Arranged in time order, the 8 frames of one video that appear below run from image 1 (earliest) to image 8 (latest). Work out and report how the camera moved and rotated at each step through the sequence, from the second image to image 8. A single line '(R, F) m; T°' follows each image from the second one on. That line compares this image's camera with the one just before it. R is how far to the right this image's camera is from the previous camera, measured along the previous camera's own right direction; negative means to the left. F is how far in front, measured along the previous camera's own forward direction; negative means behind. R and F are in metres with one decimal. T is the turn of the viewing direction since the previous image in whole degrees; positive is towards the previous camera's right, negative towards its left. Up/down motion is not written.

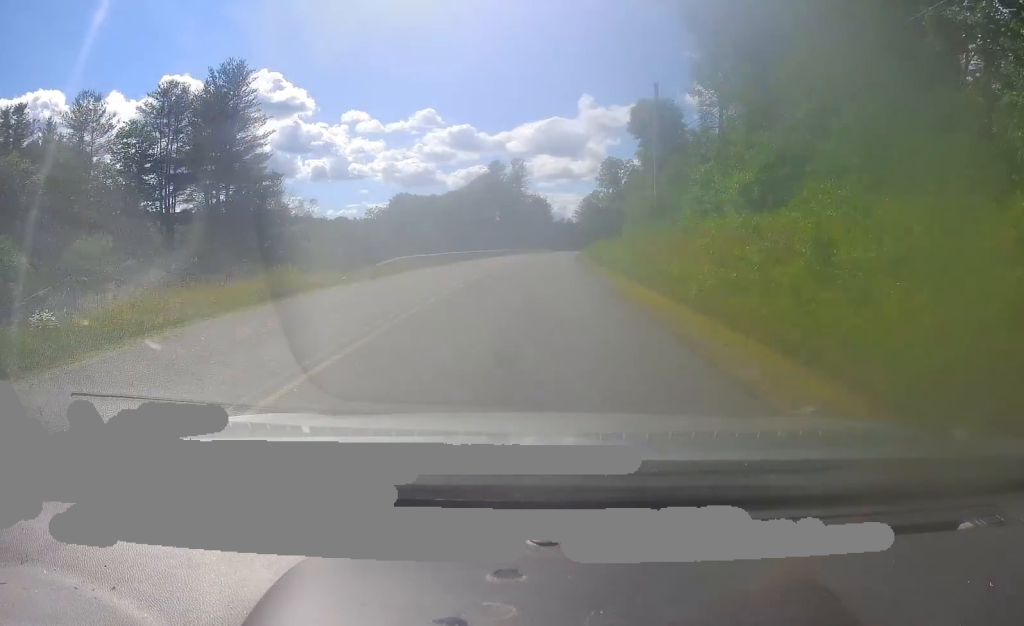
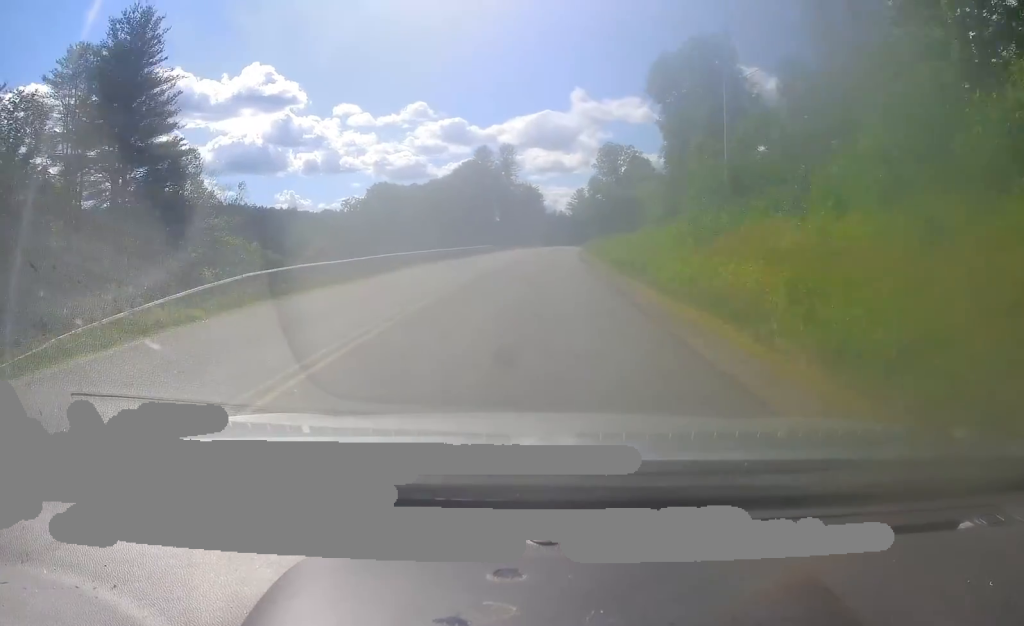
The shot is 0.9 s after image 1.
(+0.3, +17.7) m; 0°
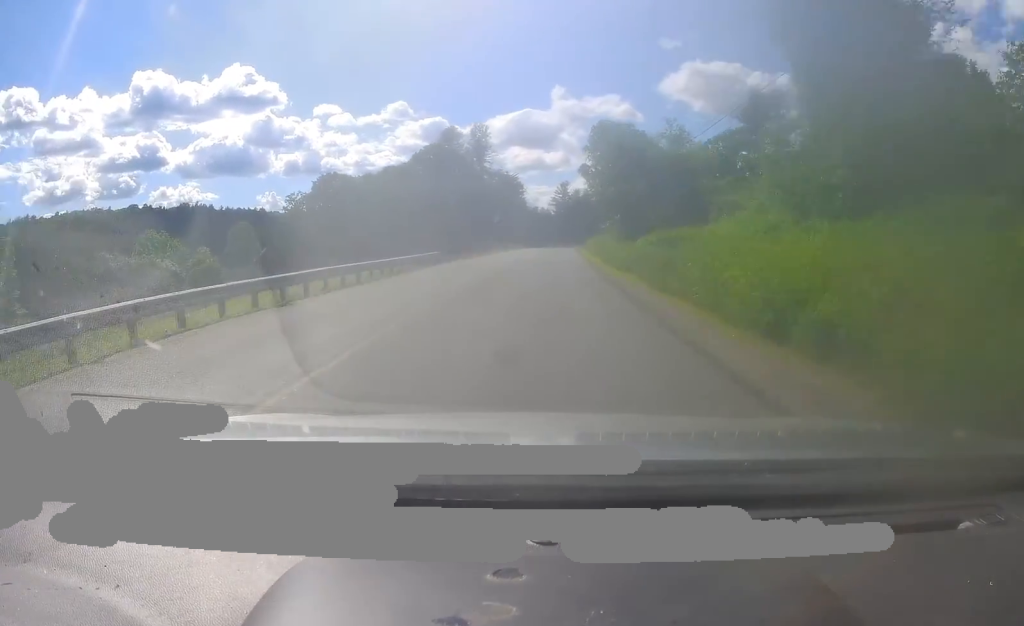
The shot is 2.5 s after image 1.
(-0.5, +31.8) m; 0°
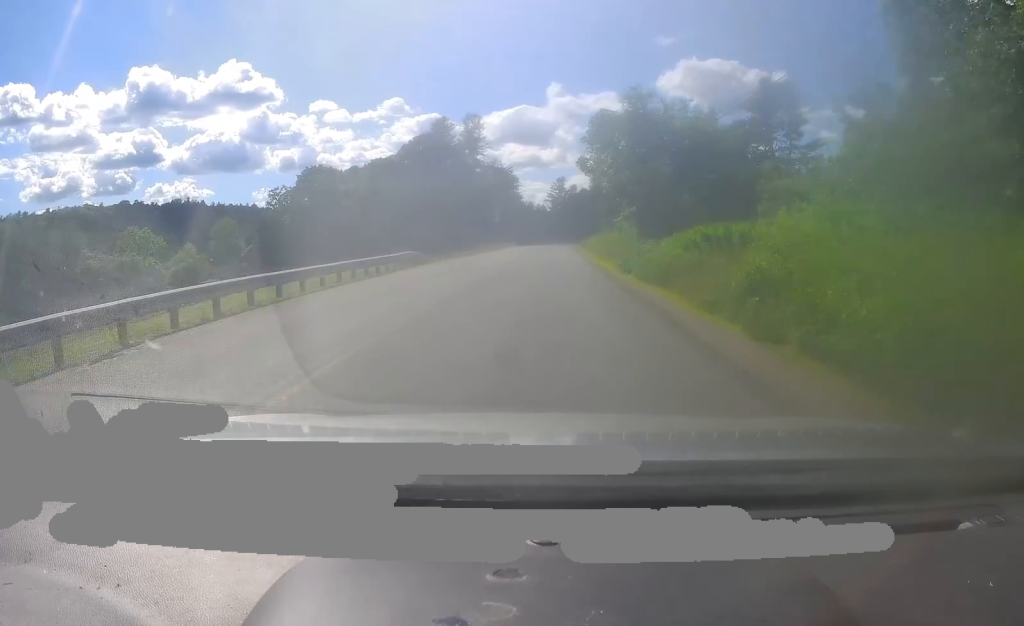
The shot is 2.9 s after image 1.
(+0.2, +7.8) m; +1°
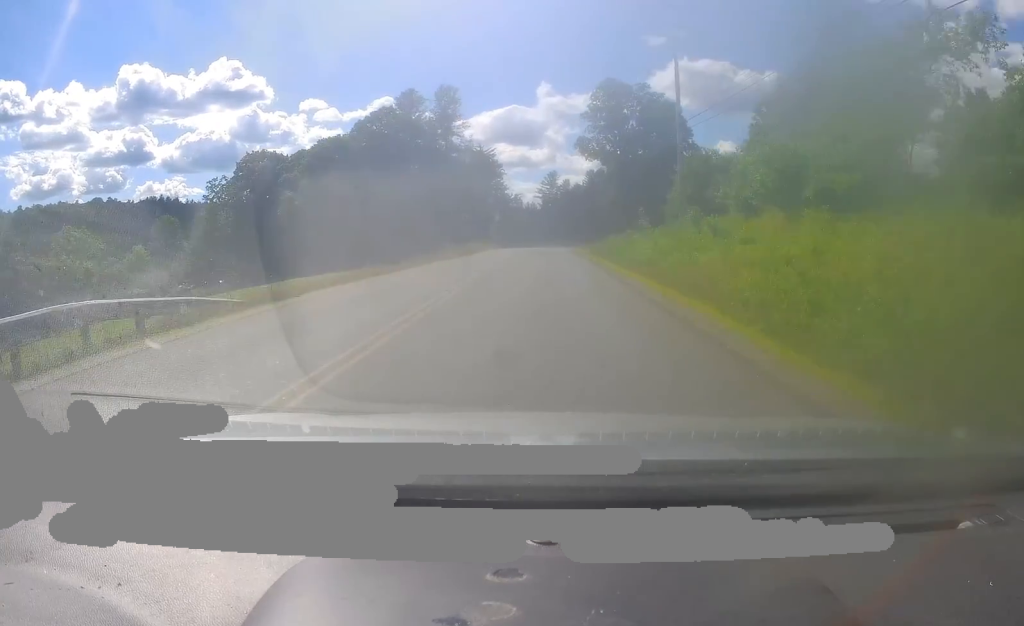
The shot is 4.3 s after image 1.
(+0.4, +27.2) m; +2°
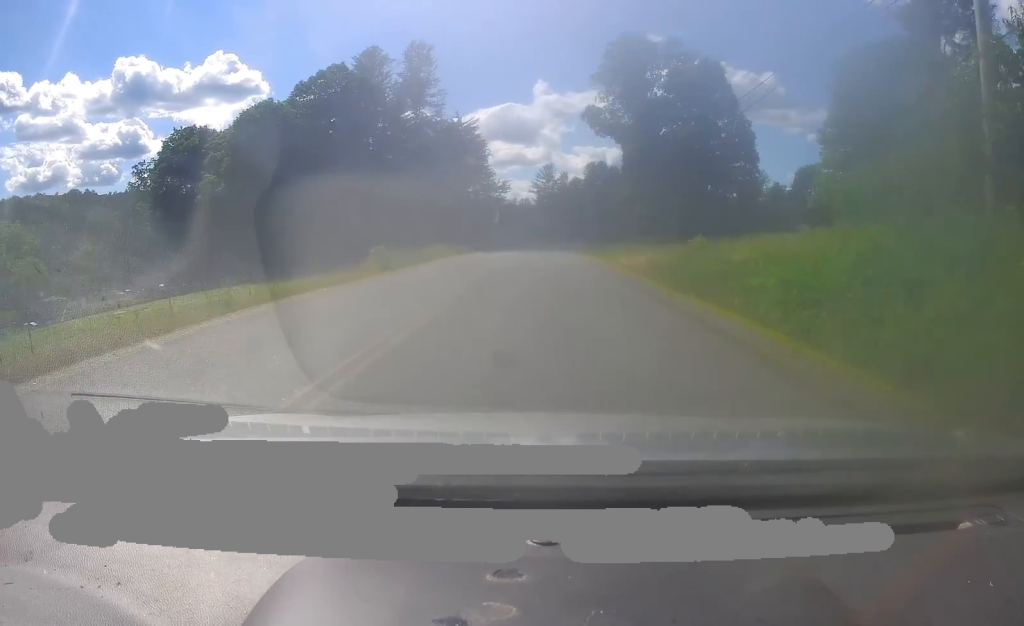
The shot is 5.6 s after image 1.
(+0.4, +25.9) m; 0°
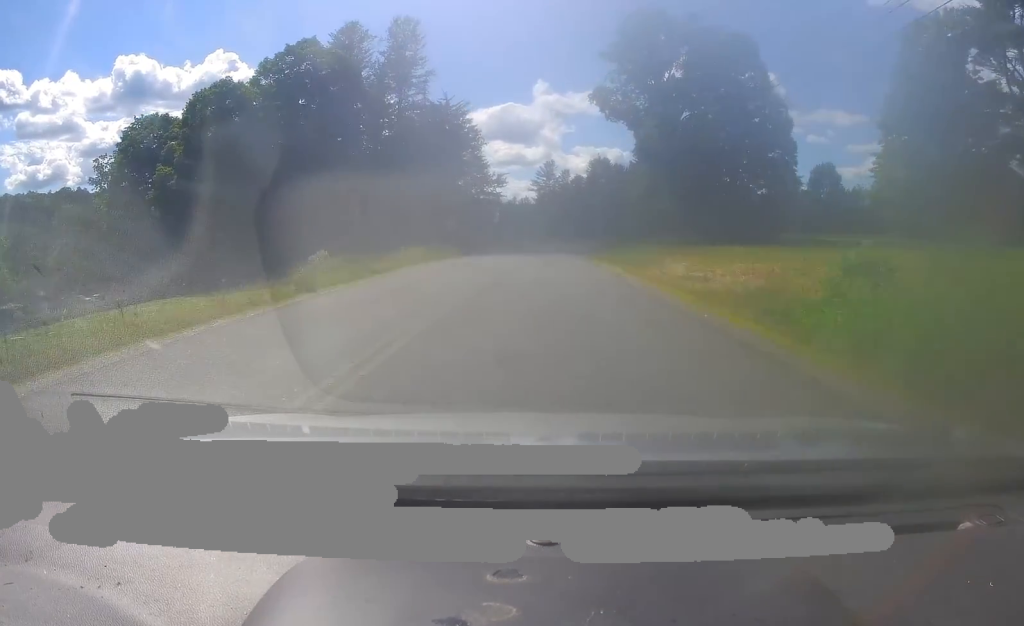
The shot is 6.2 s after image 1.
(-0.3, +12.2) m; 0°
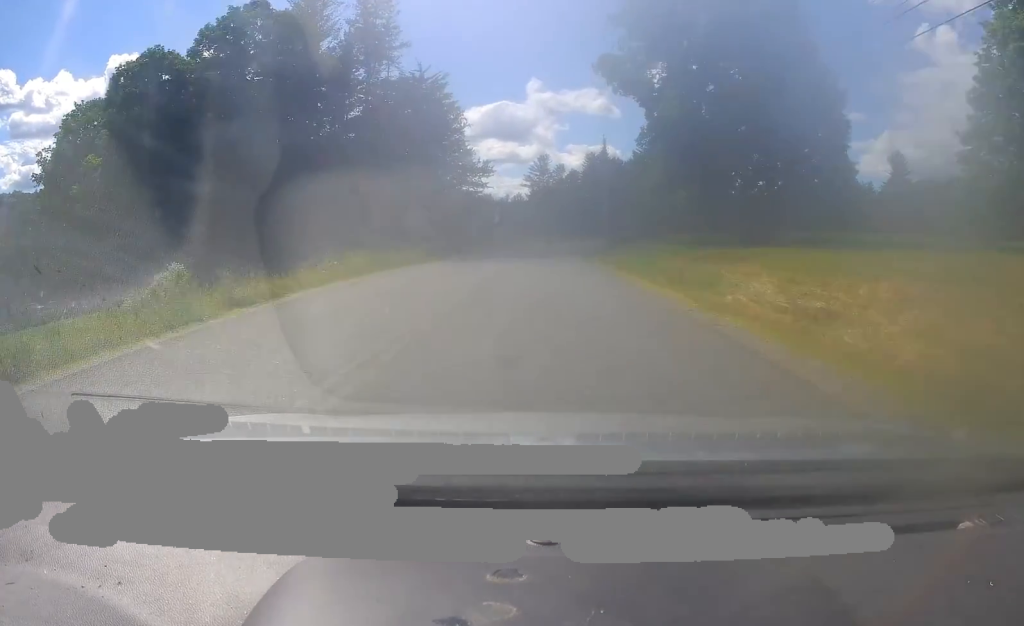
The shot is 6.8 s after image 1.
(+0.2, +12.2) m; 0°
